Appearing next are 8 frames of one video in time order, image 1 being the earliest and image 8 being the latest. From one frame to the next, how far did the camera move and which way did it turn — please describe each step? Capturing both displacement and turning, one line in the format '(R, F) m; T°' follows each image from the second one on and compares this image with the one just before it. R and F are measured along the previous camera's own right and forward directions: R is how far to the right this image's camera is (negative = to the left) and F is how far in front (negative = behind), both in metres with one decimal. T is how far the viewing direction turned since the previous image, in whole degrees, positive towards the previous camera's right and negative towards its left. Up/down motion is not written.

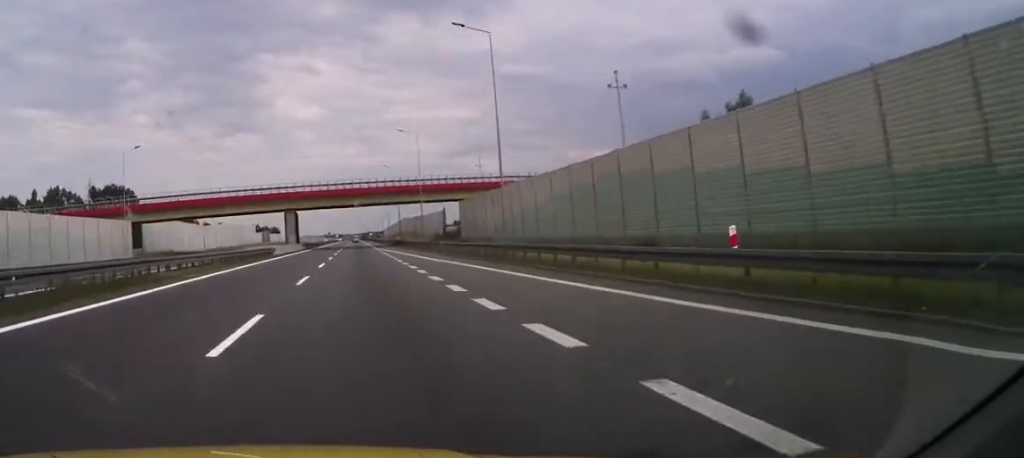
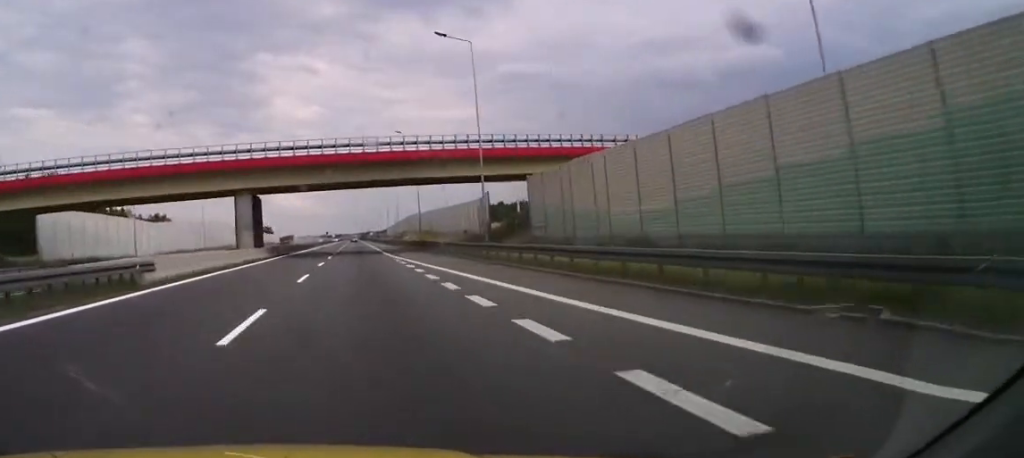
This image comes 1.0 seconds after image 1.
(+0.1, +35.5) m; 0°
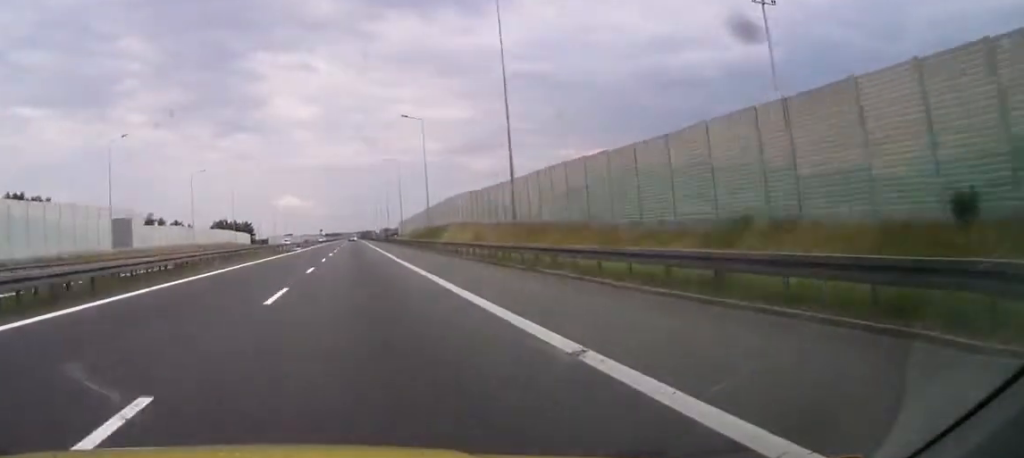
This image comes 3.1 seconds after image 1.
(+0.1, +77.9) m; 0°
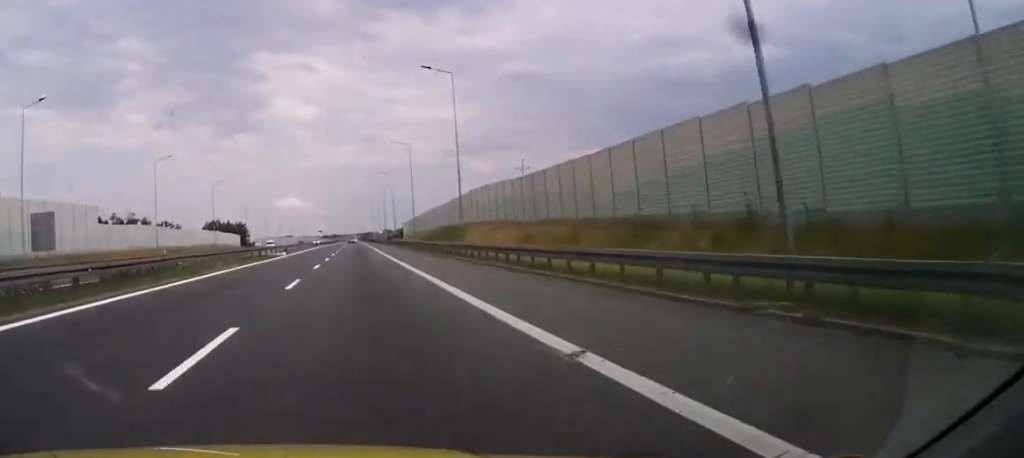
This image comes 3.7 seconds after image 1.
(+0.1, +19.3) m; 0°
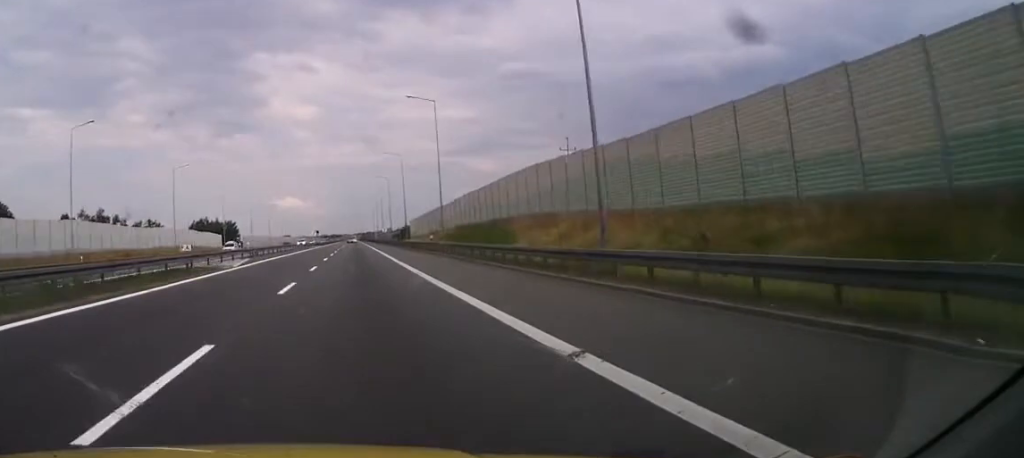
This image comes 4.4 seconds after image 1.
(+0.1, +25.3) m; 0°
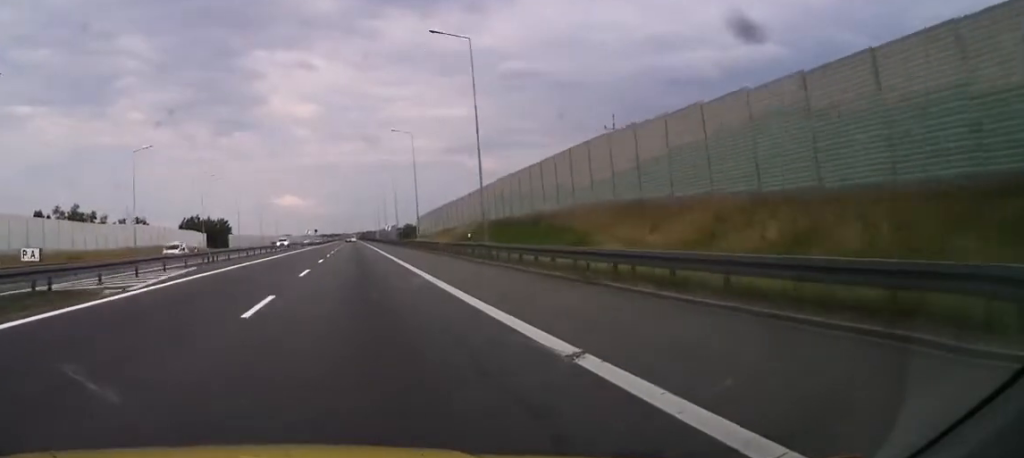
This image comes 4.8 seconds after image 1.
(0.0, +16.9) m; 0°
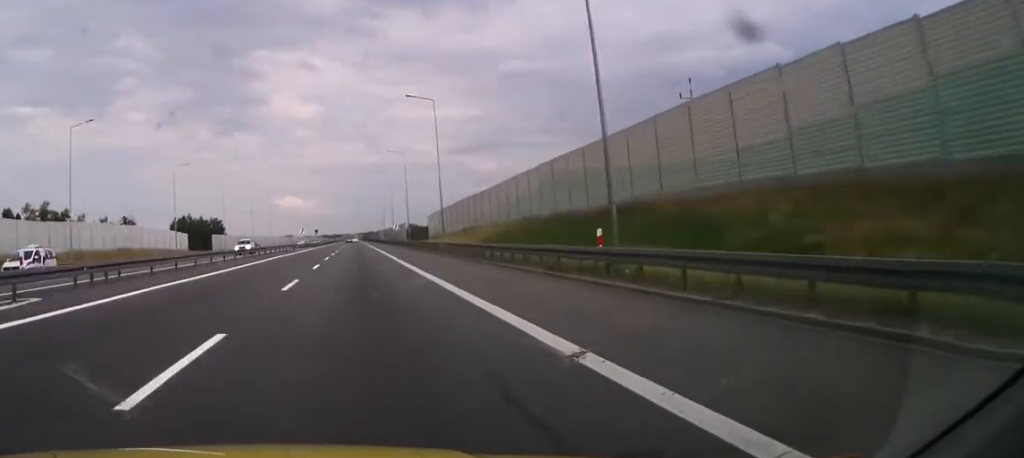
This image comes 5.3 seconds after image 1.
(0.0, +18.1) m; 0°
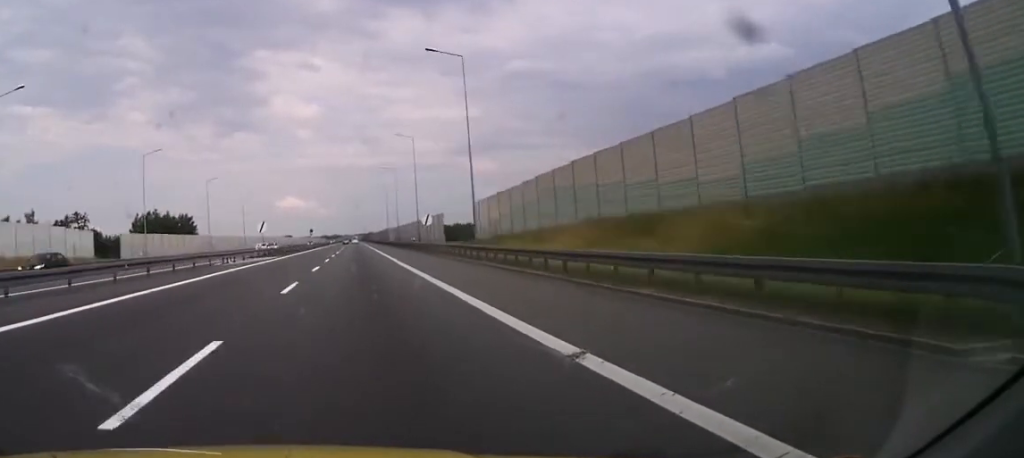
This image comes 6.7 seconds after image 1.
(0.0, +48.6) m; 0°
